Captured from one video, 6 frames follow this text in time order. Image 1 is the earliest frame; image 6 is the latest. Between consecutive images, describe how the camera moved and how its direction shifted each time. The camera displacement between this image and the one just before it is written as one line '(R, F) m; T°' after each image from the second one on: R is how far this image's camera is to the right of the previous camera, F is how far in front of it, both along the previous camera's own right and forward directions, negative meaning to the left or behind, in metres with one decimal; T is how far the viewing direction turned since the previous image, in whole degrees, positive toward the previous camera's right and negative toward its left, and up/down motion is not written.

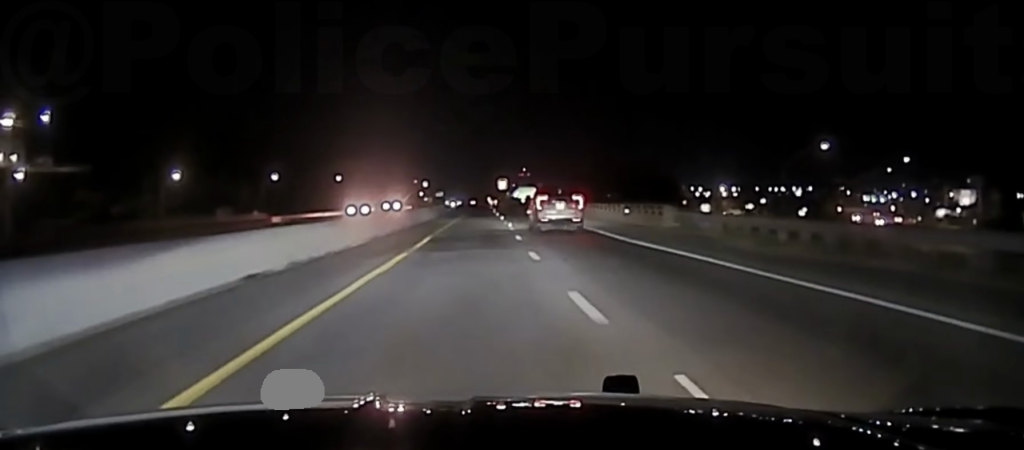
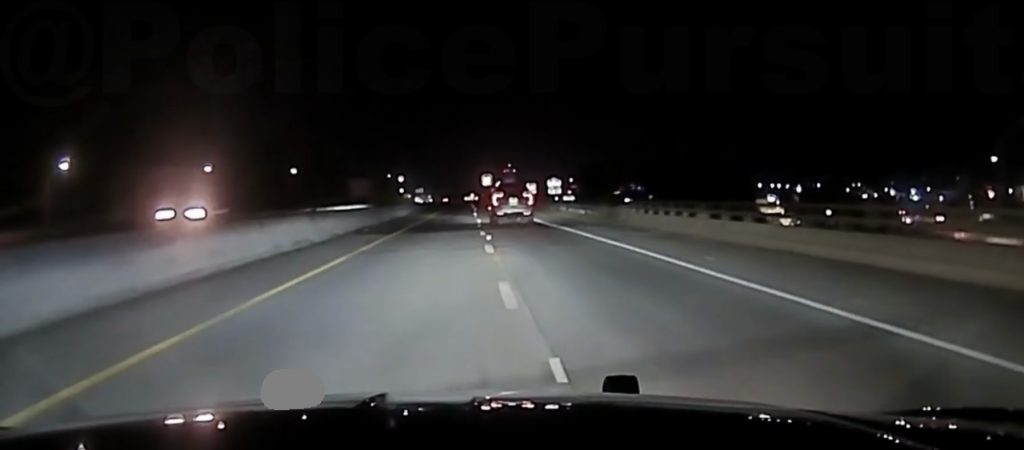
(+0.4, +46.8) m; +1°
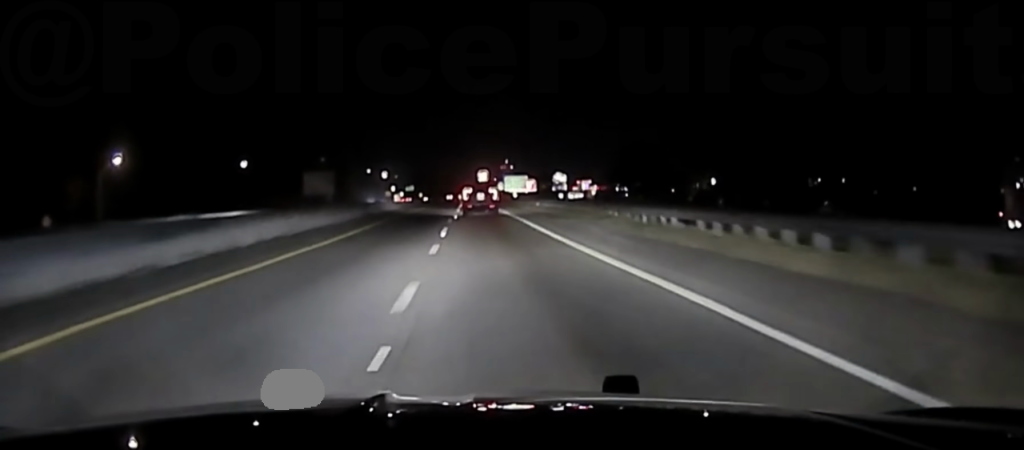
(+0.9, +49.1) m; +1°
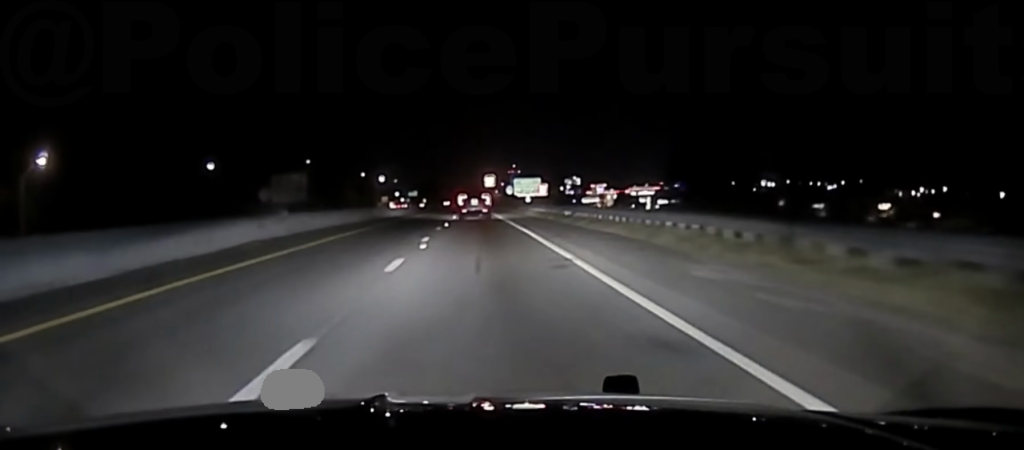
(-0.5, +30.0) m; -2°
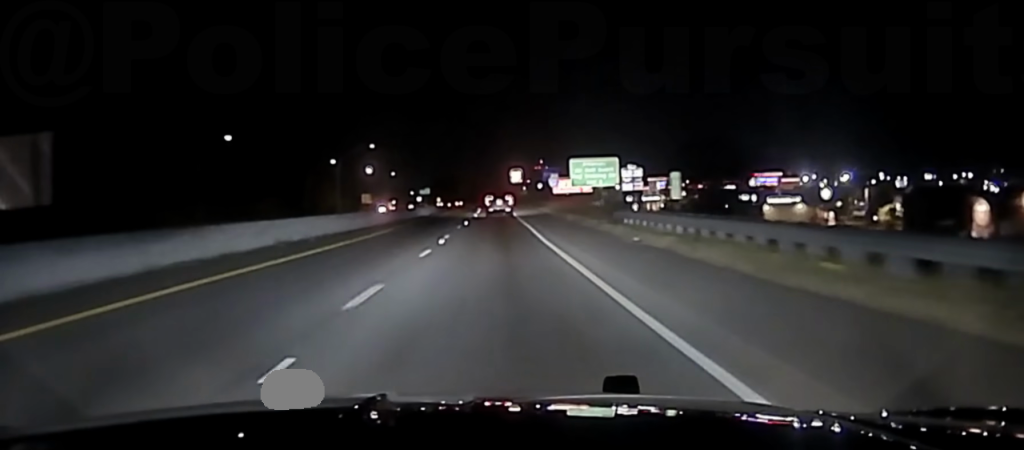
(-1.5, +90.5) m; -1°
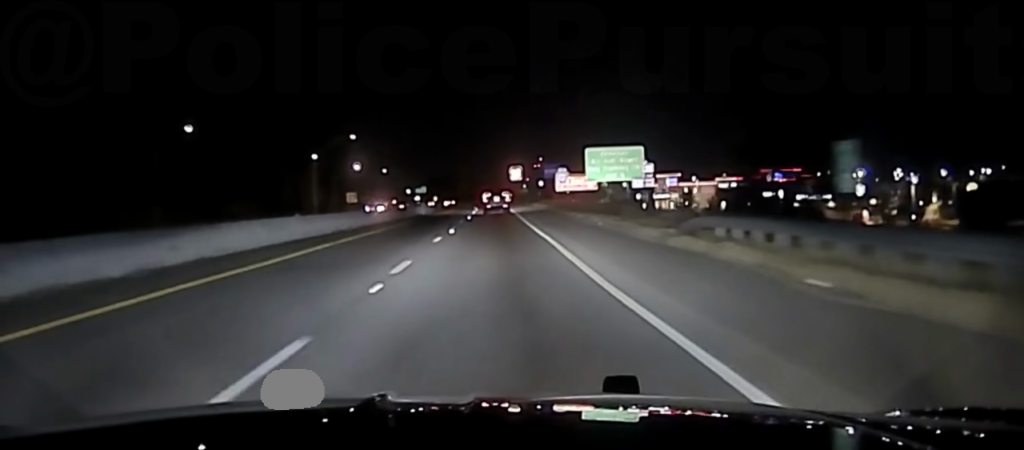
(0.0, +18.8) m; 0°
